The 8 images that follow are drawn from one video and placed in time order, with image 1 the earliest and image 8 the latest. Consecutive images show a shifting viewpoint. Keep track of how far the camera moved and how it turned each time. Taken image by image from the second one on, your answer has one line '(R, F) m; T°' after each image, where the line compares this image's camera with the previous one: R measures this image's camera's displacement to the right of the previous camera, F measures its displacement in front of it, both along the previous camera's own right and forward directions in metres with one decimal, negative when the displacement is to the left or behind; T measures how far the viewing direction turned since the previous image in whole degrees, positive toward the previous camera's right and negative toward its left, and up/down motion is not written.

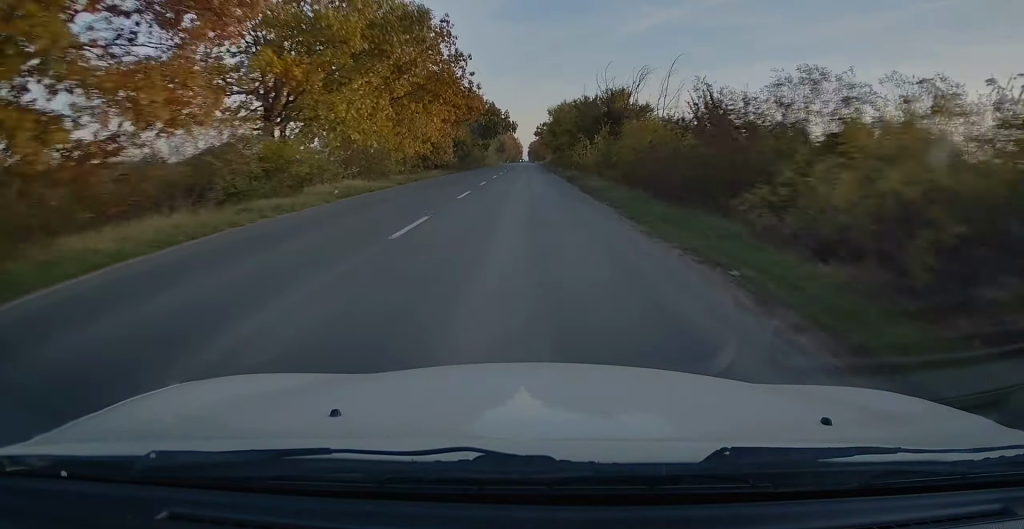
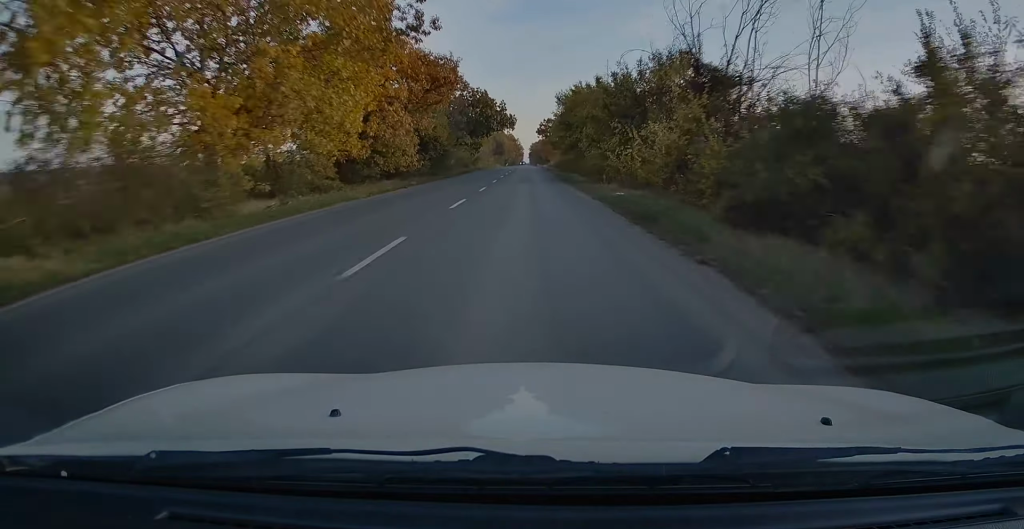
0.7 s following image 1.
(-0.1, +20.1) m; 0°
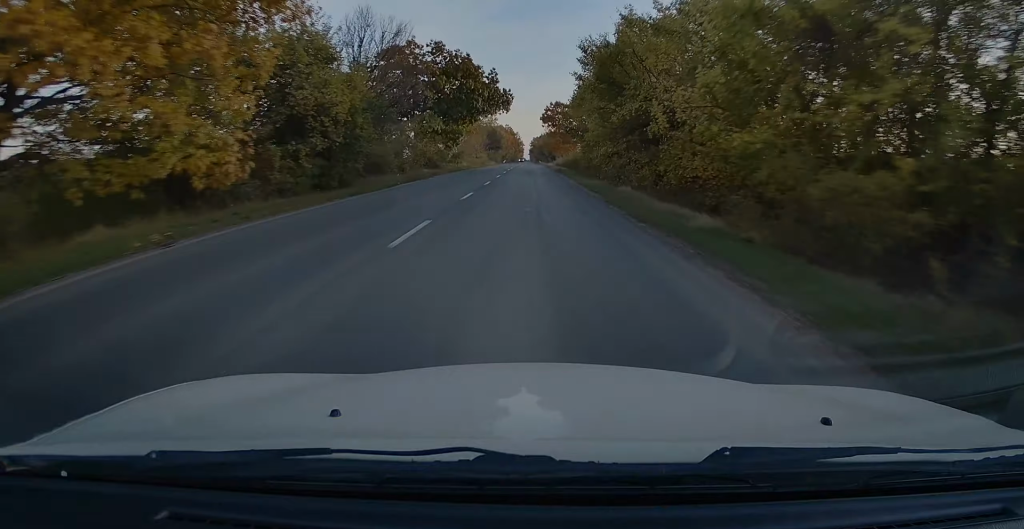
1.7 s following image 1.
(+0.1, +25.5) m; 0°
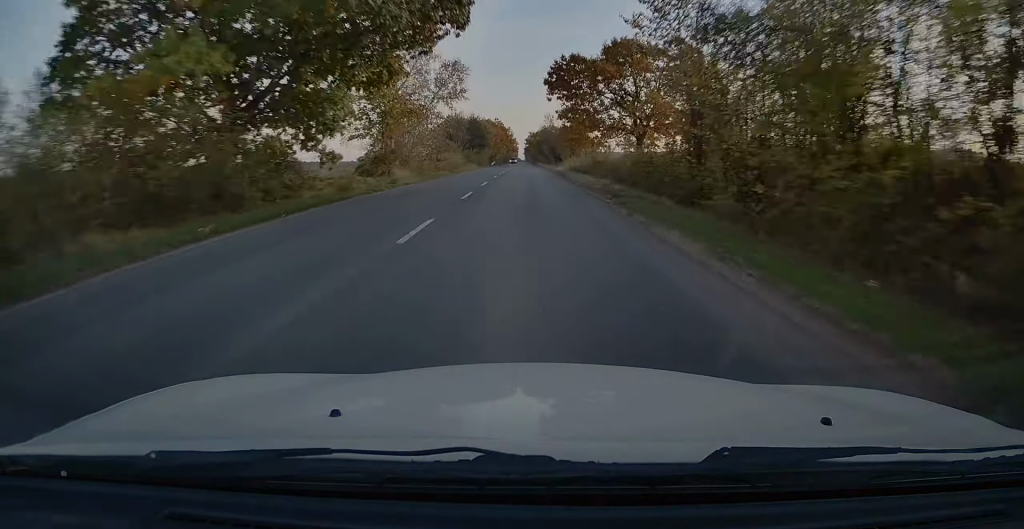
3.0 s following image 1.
(-0.1, +35.6) m; 0°
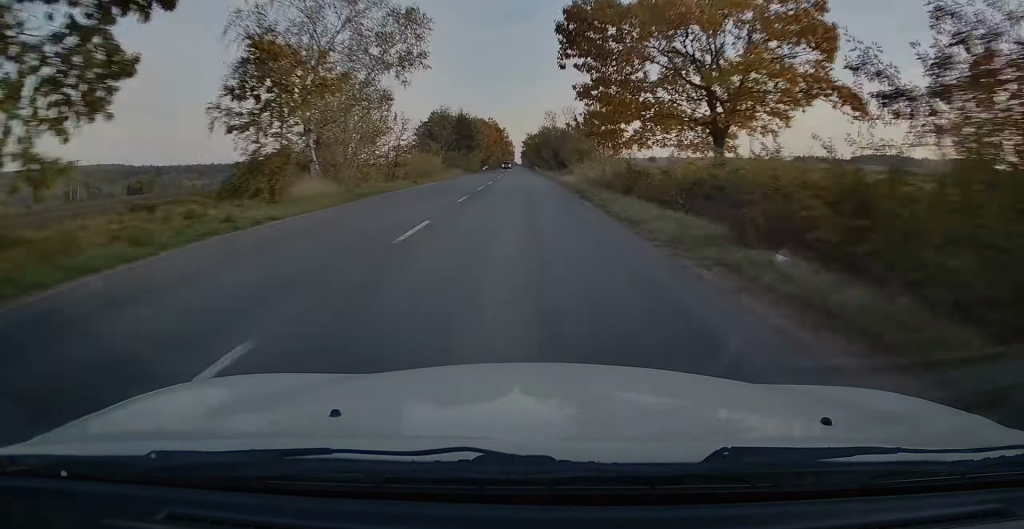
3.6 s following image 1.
(0.0, +16.7) m; 0°
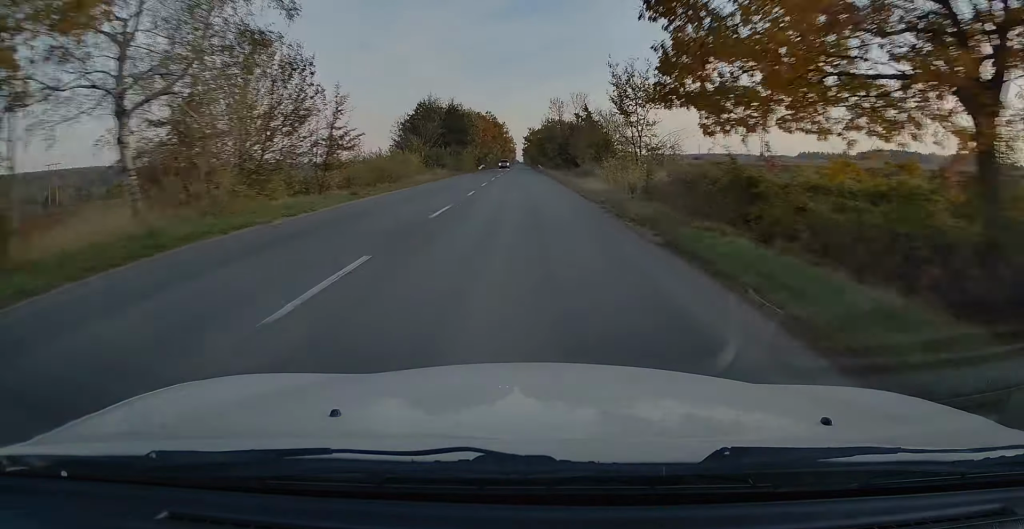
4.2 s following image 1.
(+0.1, +14.1) m; 0°
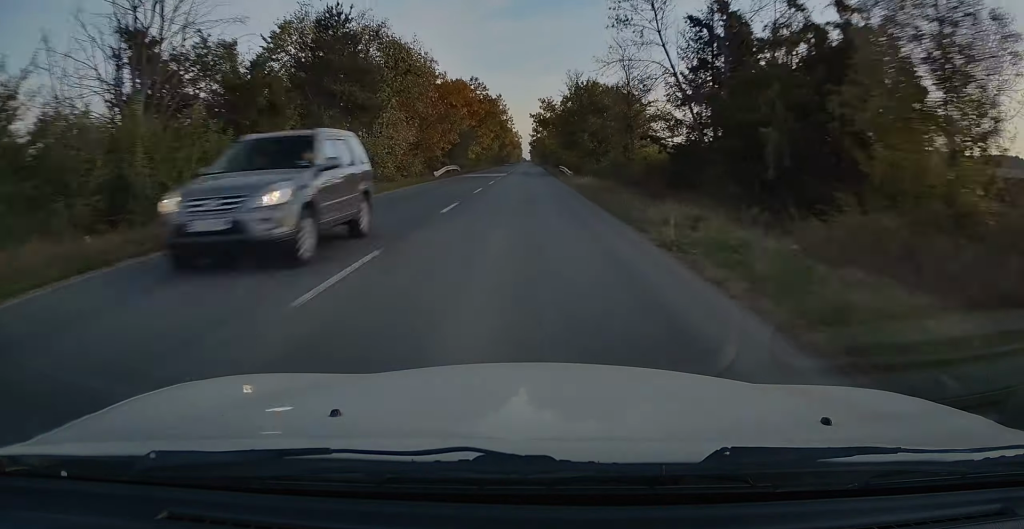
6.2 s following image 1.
(-0.2, +53.0) m; 0°
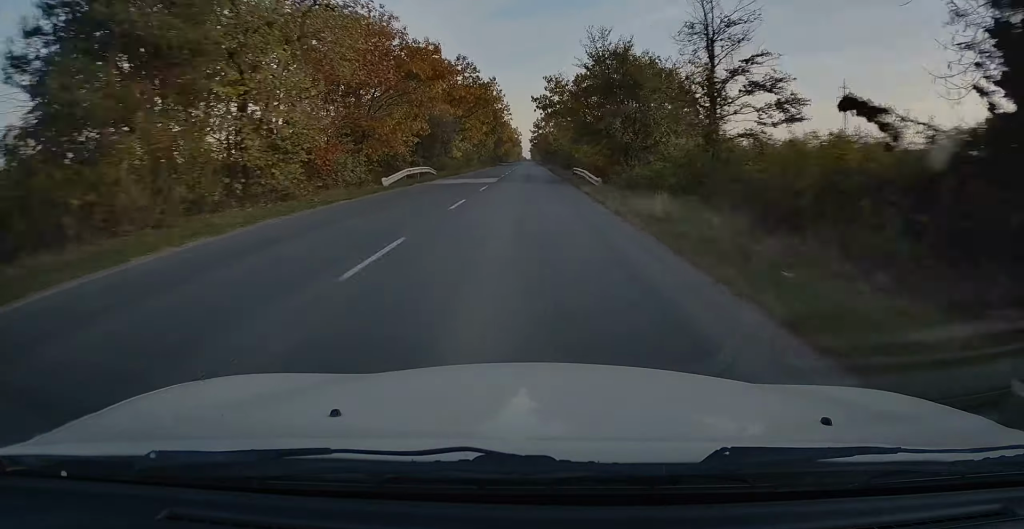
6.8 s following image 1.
(0.0, +16.7) m; 0°
